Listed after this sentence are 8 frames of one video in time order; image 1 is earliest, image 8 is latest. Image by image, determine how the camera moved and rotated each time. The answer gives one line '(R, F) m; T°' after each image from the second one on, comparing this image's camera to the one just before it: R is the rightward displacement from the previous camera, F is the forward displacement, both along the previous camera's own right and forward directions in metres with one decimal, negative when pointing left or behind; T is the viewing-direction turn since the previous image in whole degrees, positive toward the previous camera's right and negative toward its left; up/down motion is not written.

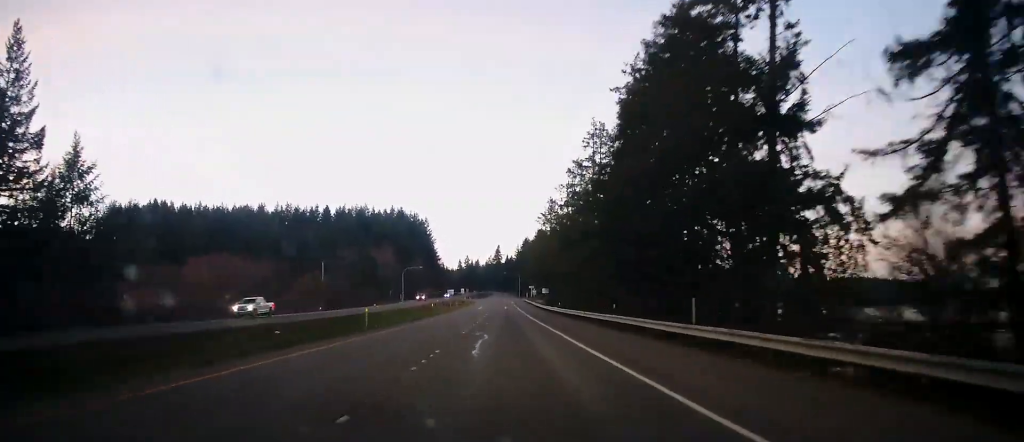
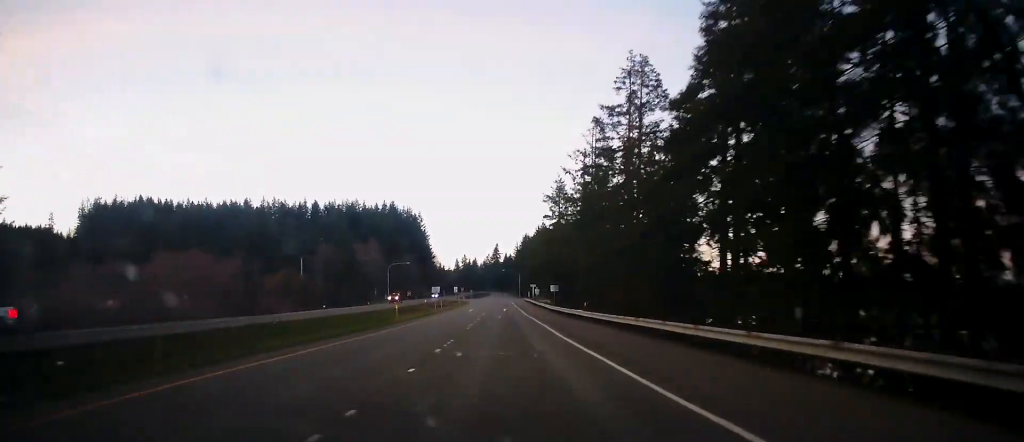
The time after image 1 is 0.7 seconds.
(0.0, +20.5) m; 0°
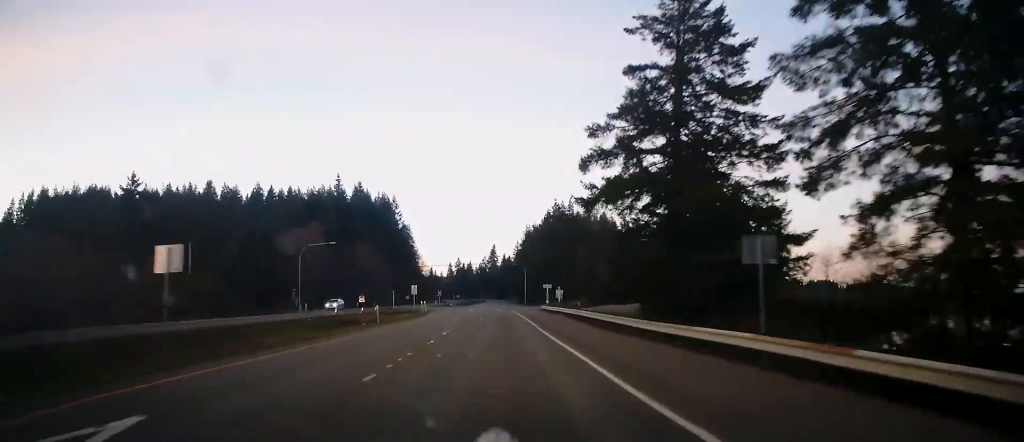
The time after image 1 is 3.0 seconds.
(+0.5, +67.1) m; +1°
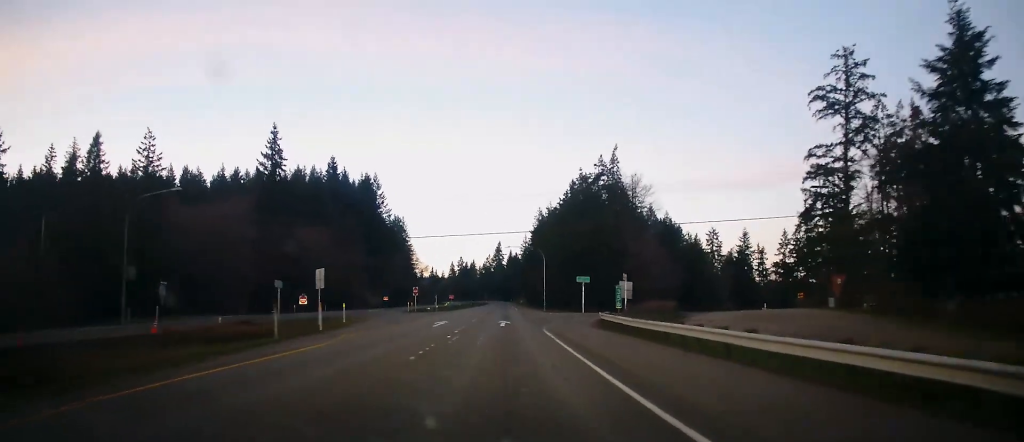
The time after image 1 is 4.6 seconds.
(+0.2, +45.7) m; -1°
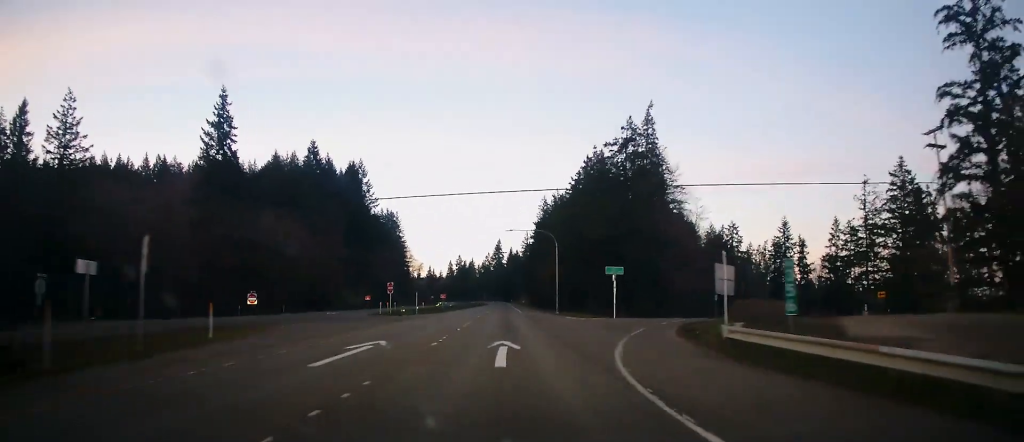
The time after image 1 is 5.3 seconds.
(-0.5, +20.4) m; 0°
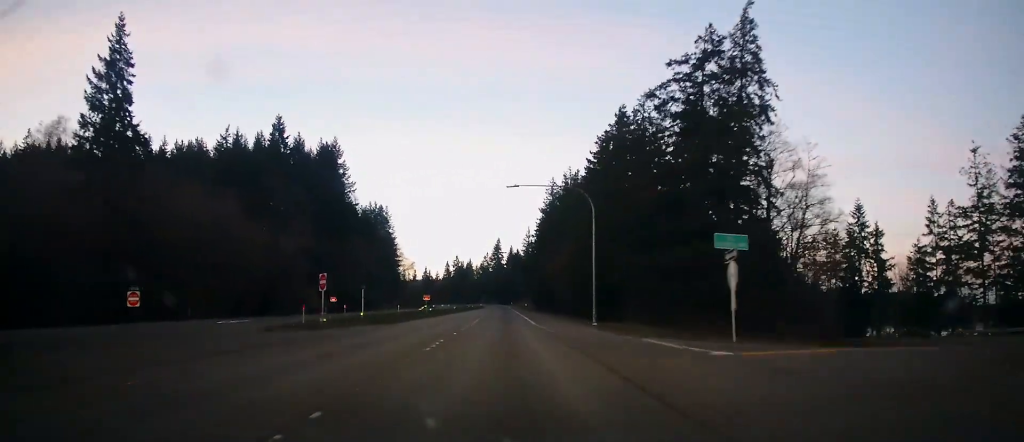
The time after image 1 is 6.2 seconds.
(+0.3, +27.2) m; 0°
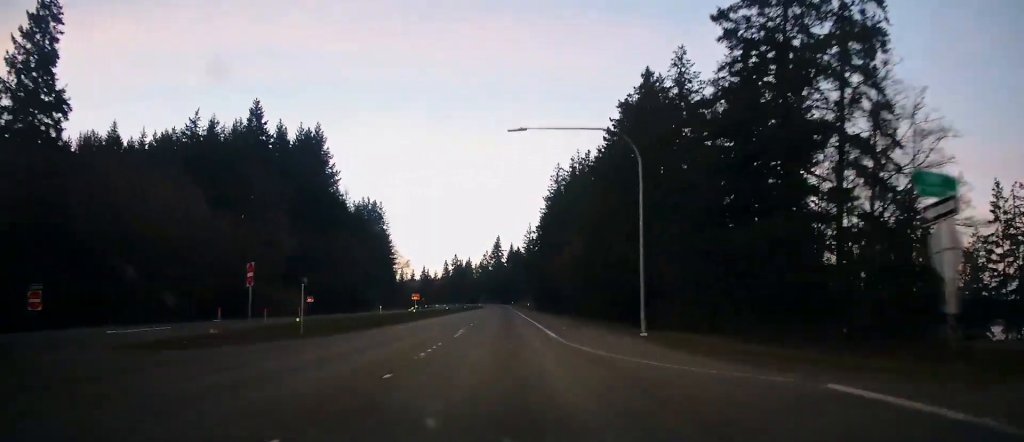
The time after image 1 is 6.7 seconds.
(0.0, +13.6) m; 0°
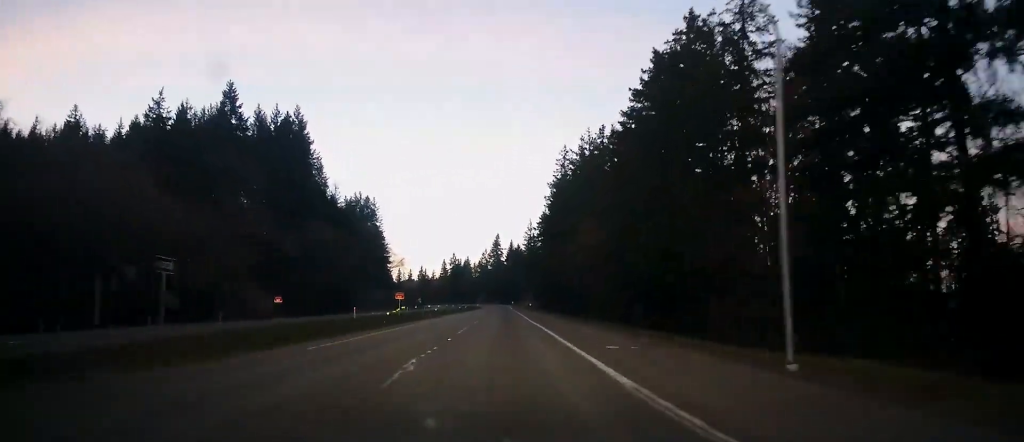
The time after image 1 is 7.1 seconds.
(-0.1, +13.6) m; 0°
